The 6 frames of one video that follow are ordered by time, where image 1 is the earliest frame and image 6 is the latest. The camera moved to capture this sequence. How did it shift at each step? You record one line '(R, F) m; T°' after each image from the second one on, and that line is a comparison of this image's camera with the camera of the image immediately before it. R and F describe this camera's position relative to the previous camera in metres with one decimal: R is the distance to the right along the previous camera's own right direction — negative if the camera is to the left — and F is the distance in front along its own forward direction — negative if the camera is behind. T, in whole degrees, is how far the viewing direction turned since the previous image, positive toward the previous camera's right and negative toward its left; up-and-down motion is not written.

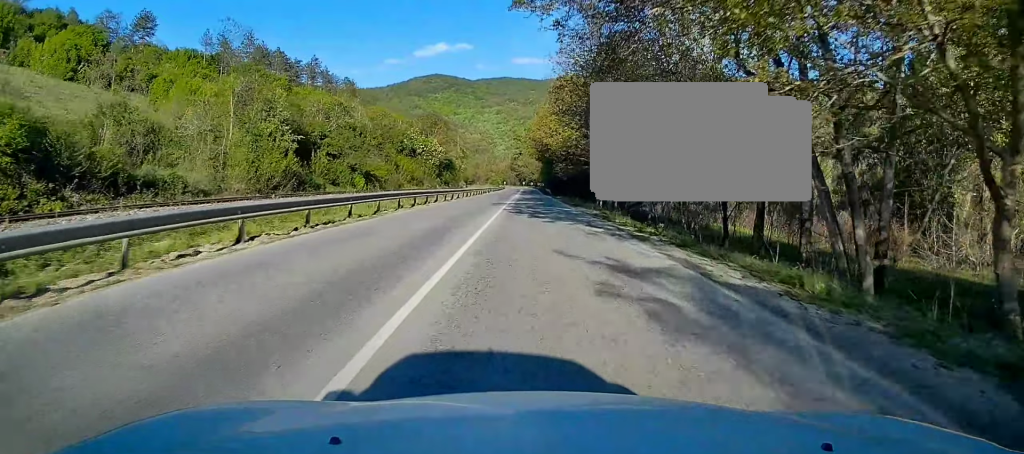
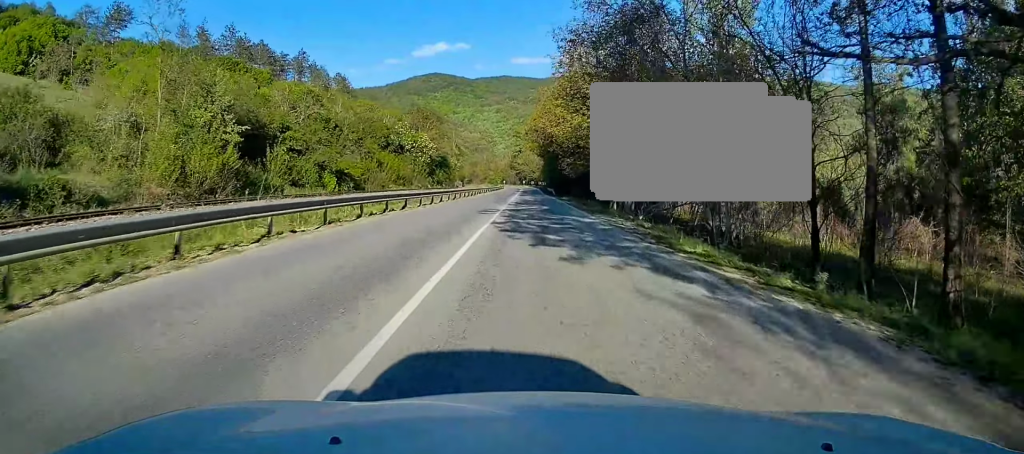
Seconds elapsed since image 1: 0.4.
(+0.2, +10.5) m; 0°
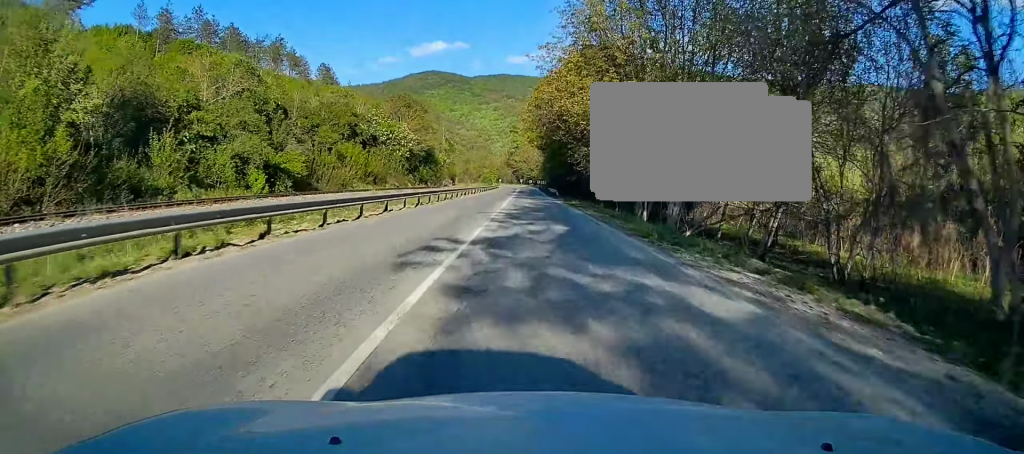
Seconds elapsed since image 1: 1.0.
(-0.3, +15.9) m; 0°
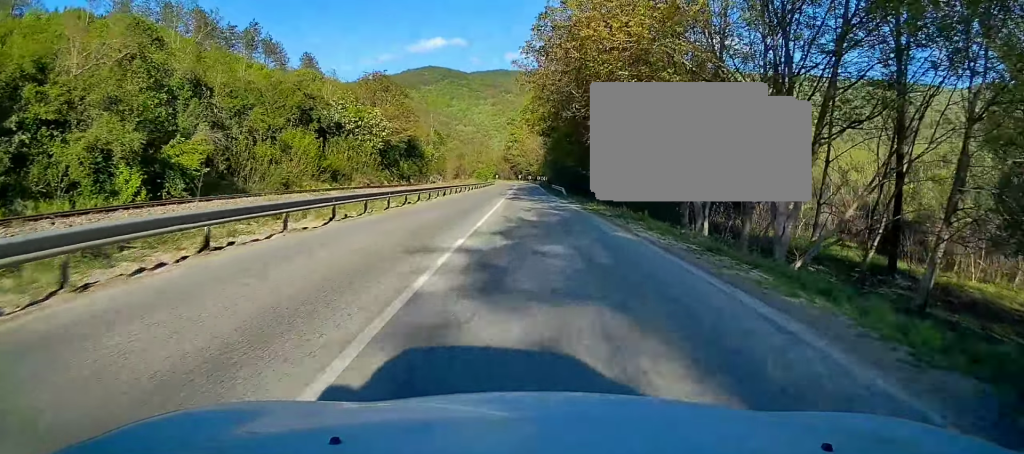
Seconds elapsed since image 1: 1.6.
(-0.1, +15.0) m; 0°
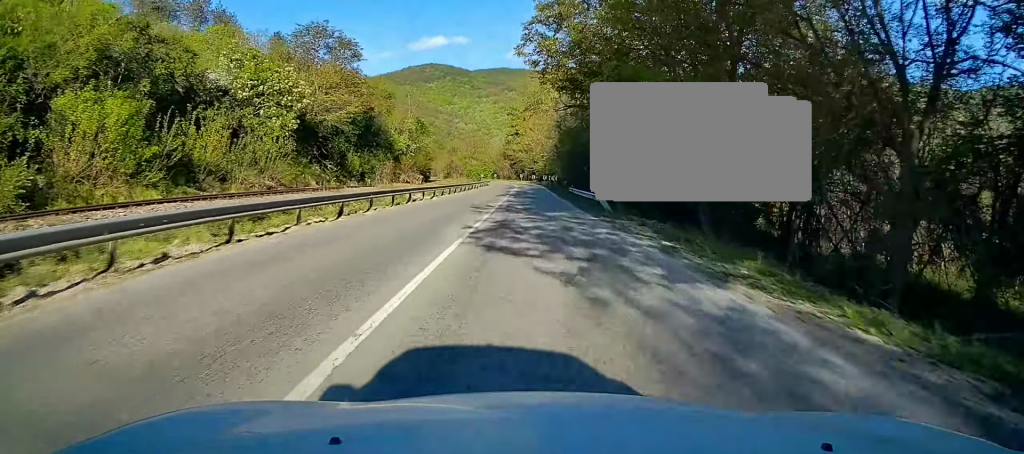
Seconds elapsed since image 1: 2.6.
(+0.4, +27.3) m; +1°
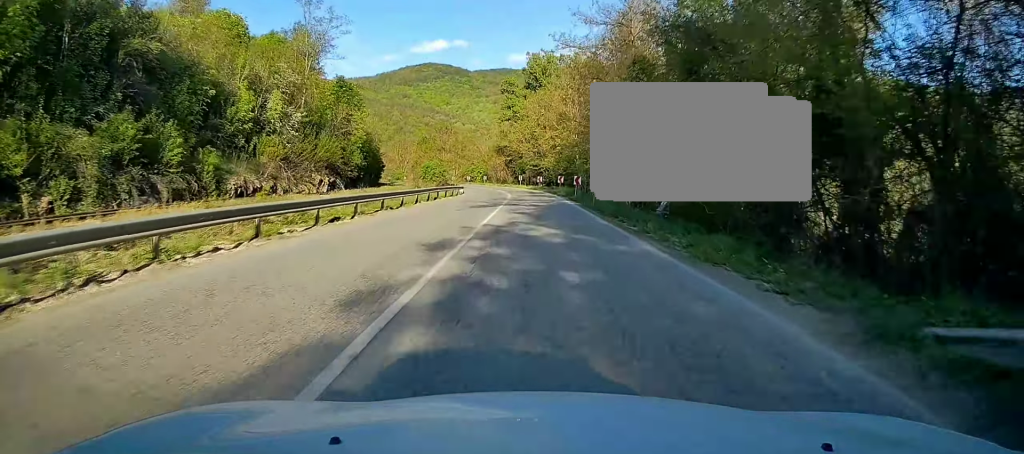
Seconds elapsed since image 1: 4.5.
(-0.6, +47.8) m; -1°
